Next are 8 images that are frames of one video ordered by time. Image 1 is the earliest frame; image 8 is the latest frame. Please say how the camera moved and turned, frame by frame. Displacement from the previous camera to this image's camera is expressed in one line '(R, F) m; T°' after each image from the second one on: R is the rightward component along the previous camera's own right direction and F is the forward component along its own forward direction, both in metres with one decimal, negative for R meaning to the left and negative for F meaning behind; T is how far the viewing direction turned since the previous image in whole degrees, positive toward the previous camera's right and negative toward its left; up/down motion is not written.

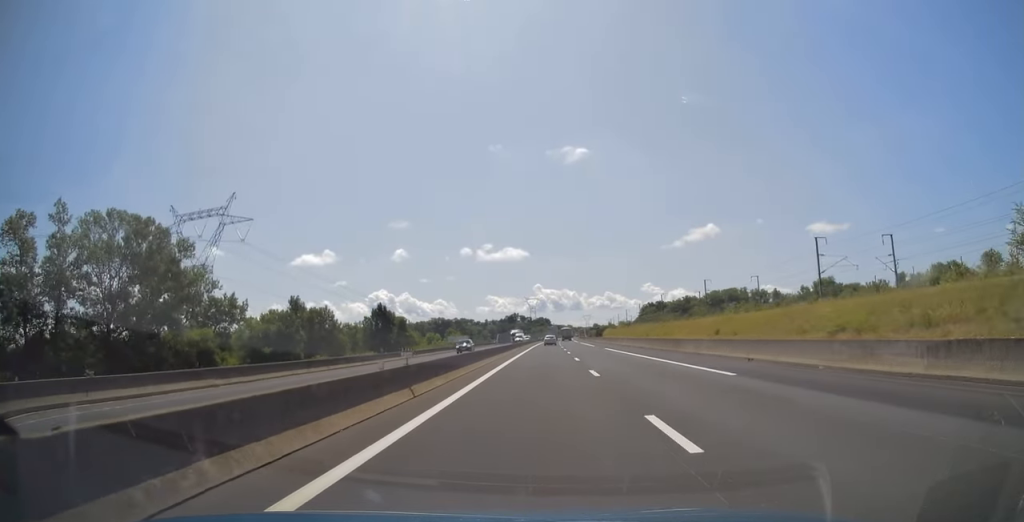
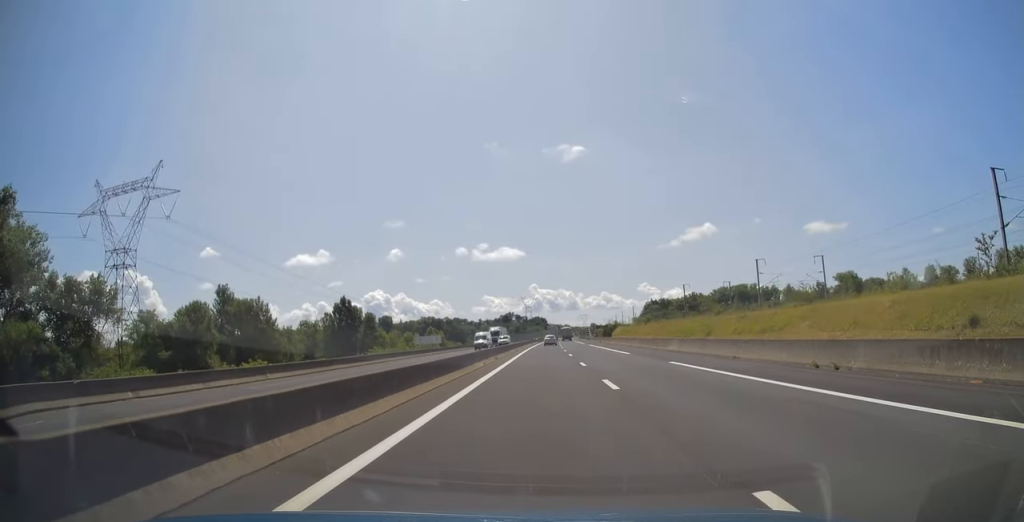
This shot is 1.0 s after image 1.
(+0.3, +30.2) m; +1°
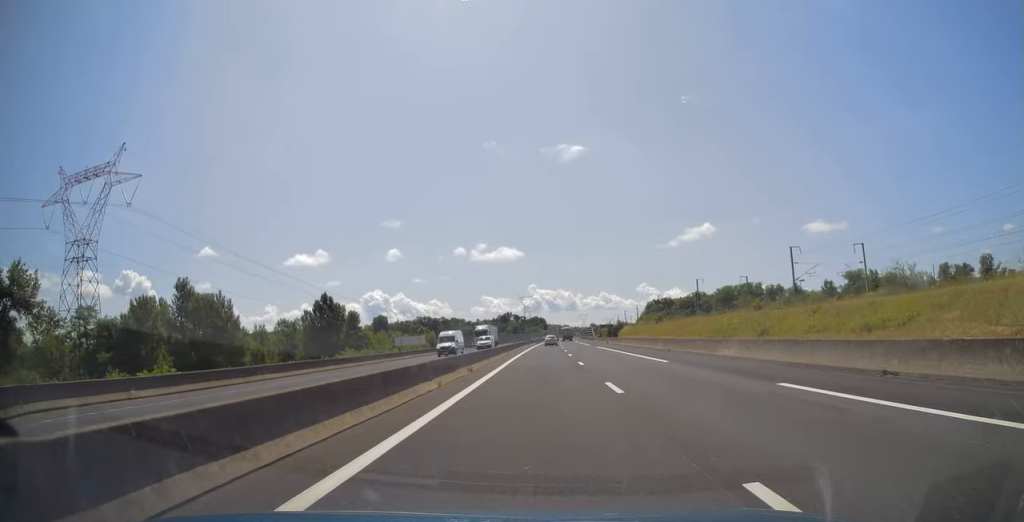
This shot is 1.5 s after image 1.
(0.0, +12.5) m; 0°
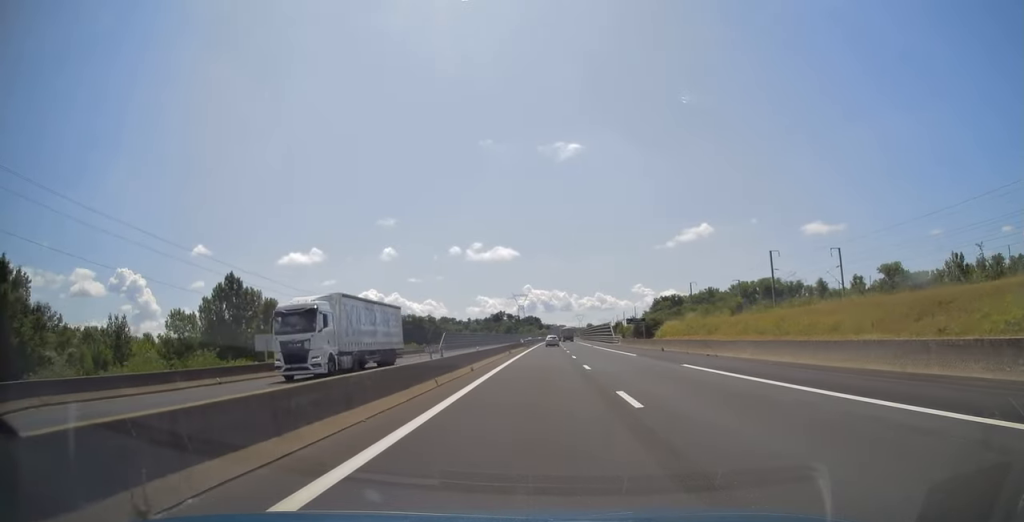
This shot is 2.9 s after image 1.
(+0.2, +42.1) m; +1°
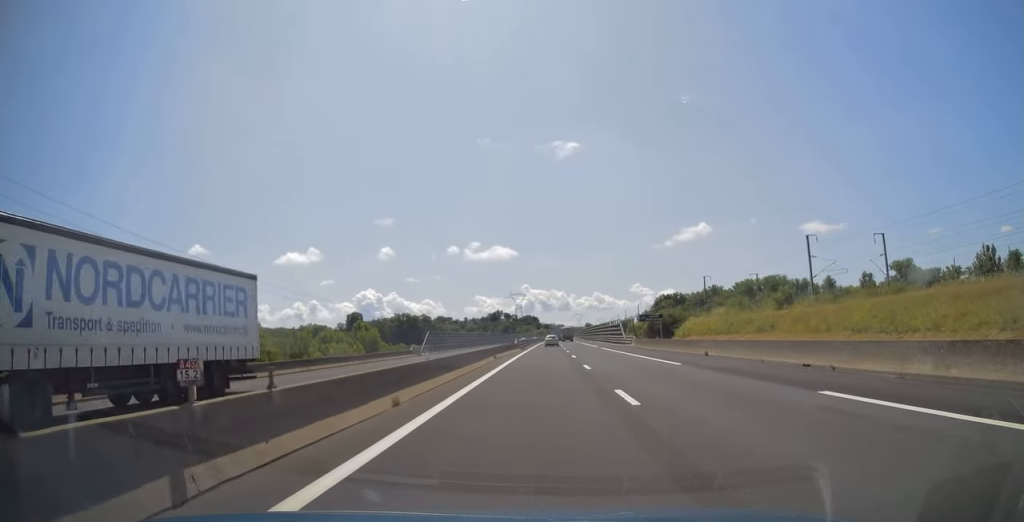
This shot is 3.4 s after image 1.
(+0.1, +12.3) m; 0°
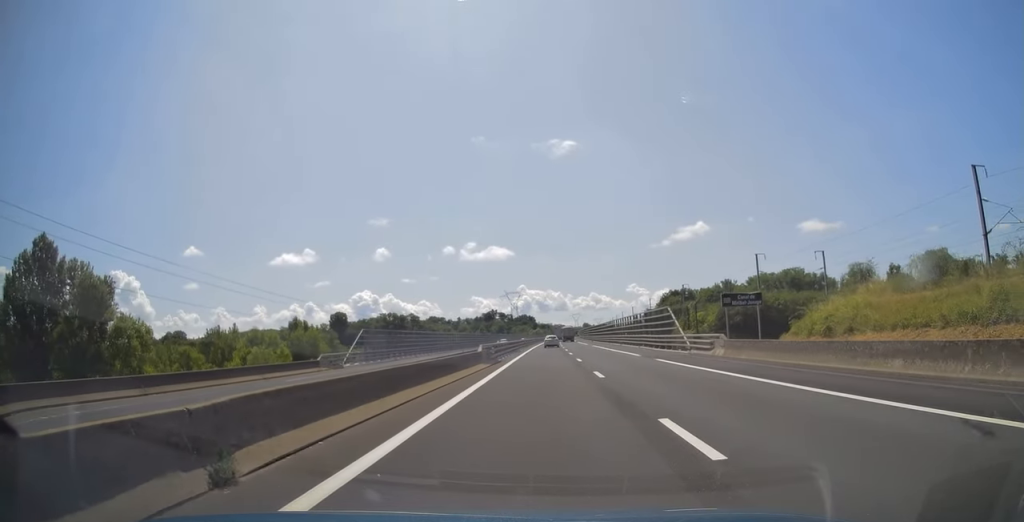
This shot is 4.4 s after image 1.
(0.0, +30.6) m; 0°
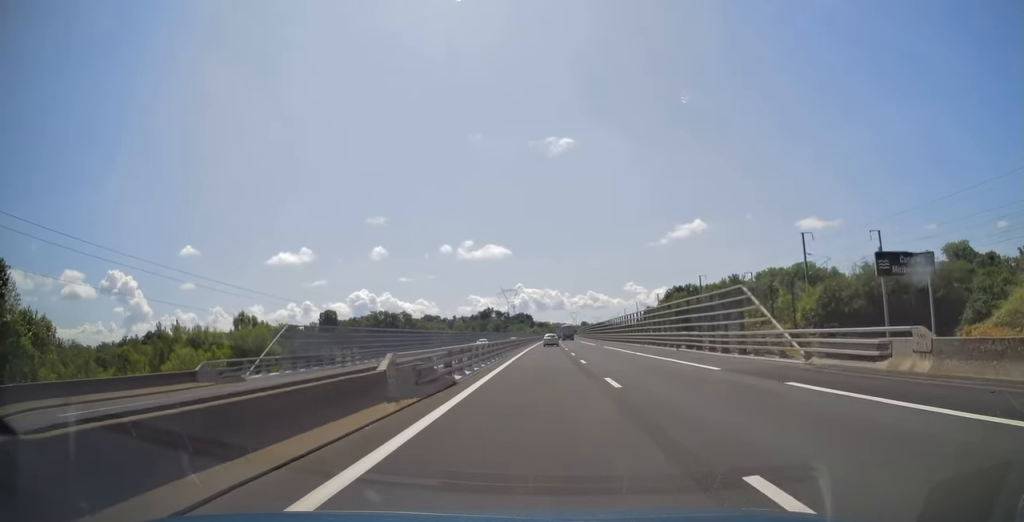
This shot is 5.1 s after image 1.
(0.0, +16.7) m; 0°
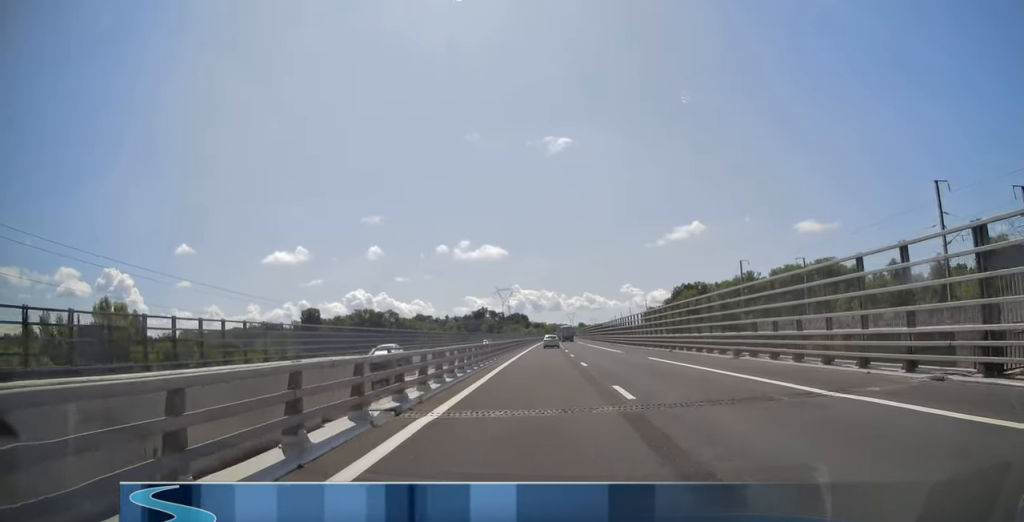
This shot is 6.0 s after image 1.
(0.0, +26.6) m; 0°
